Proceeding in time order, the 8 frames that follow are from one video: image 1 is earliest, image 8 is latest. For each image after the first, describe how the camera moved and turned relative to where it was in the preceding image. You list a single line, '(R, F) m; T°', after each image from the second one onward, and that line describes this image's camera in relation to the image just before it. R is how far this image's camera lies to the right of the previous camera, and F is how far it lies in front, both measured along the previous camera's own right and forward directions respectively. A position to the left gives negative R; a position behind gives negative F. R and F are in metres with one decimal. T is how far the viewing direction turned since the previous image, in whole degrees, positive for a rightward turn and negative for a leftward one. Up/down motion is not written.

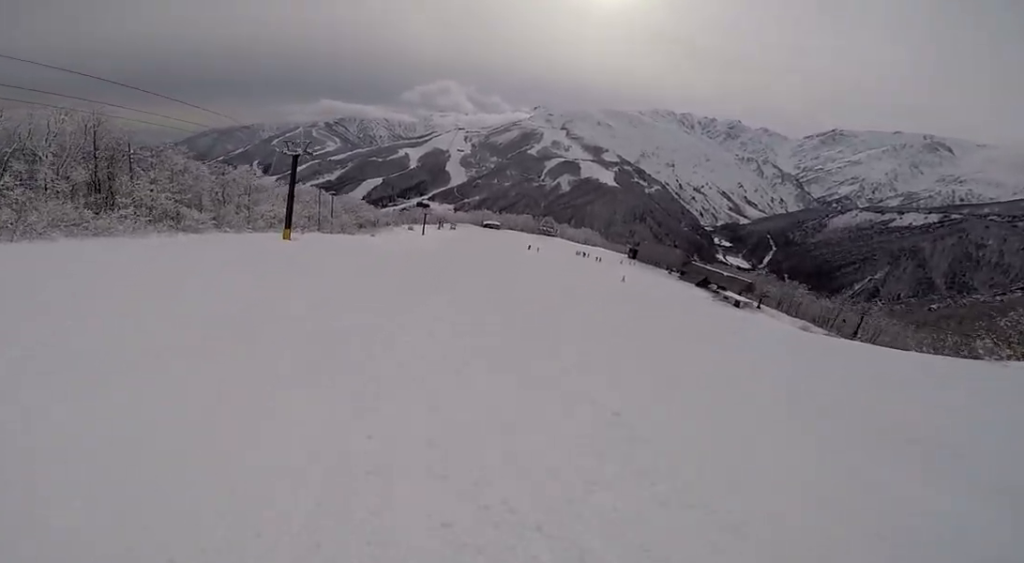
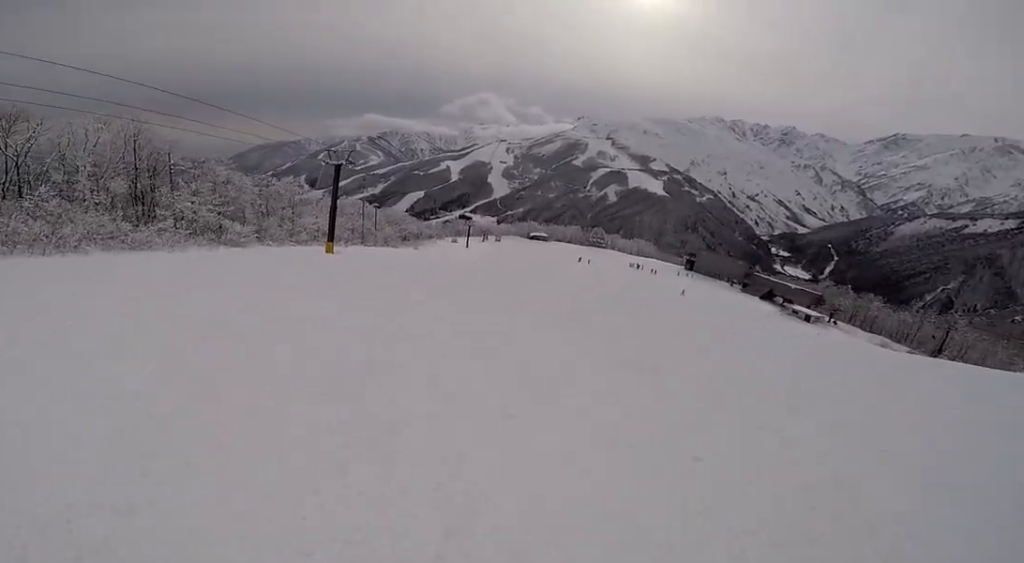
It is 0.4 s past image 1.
(0.0, +3.4) m; 0°
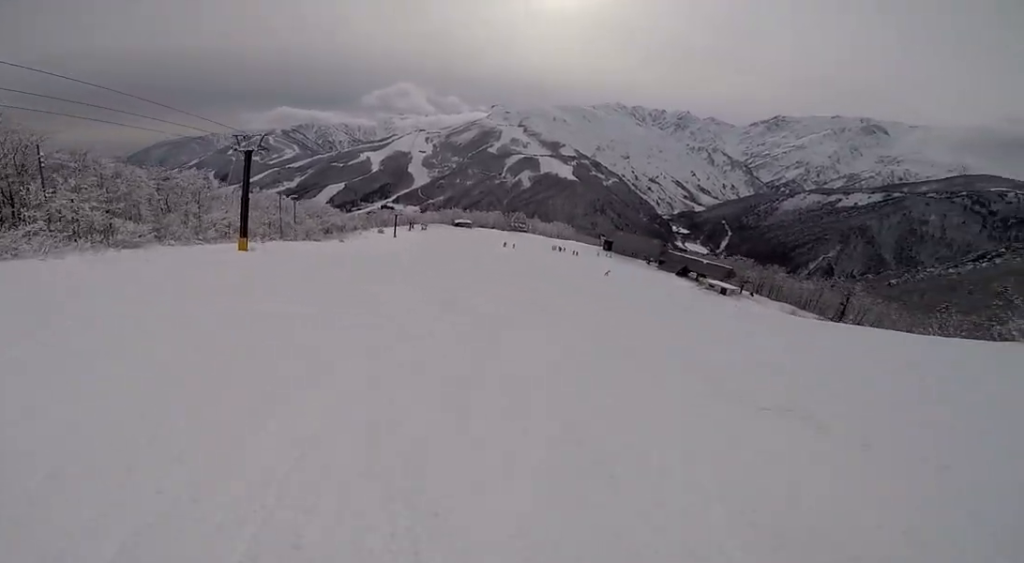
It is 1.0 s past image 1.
(0.0, +4.5) m; +5°
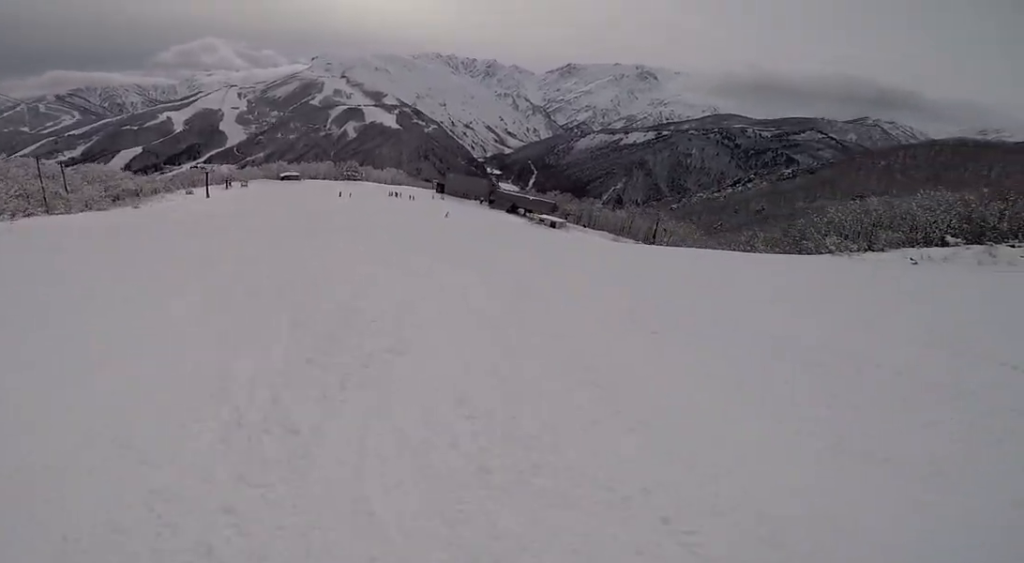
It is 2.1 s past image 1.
(+0.9, +8.1) m; +9°
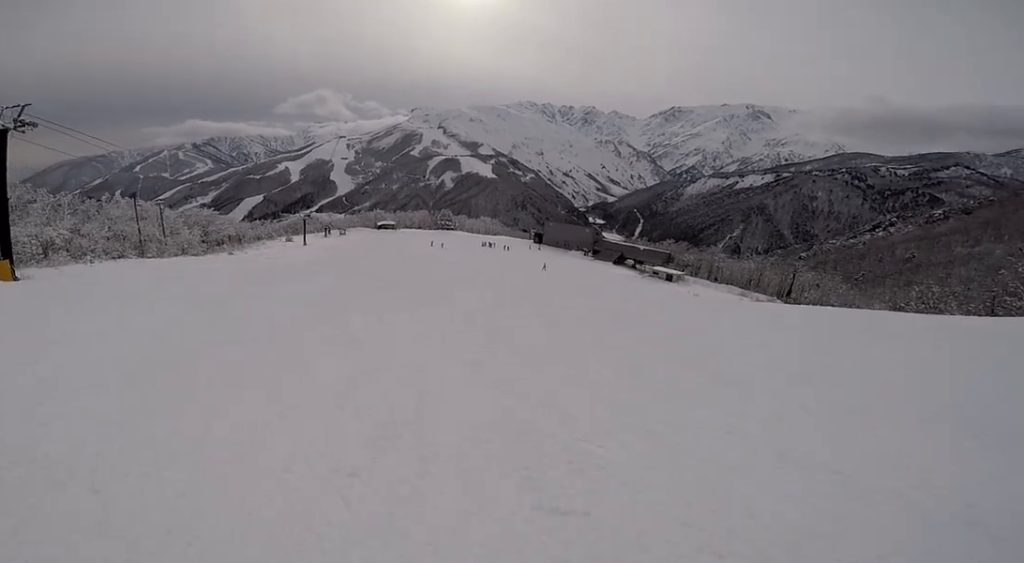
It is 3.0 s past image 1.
(+0.4, +6.9) m; -7°
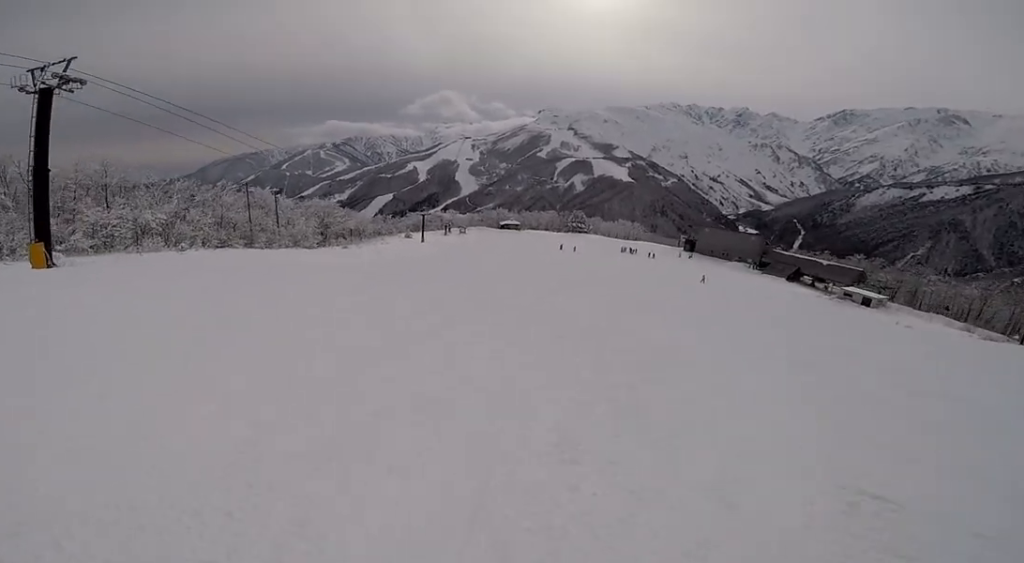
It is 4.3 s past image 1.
(-2.4, +9.4) m; -14°
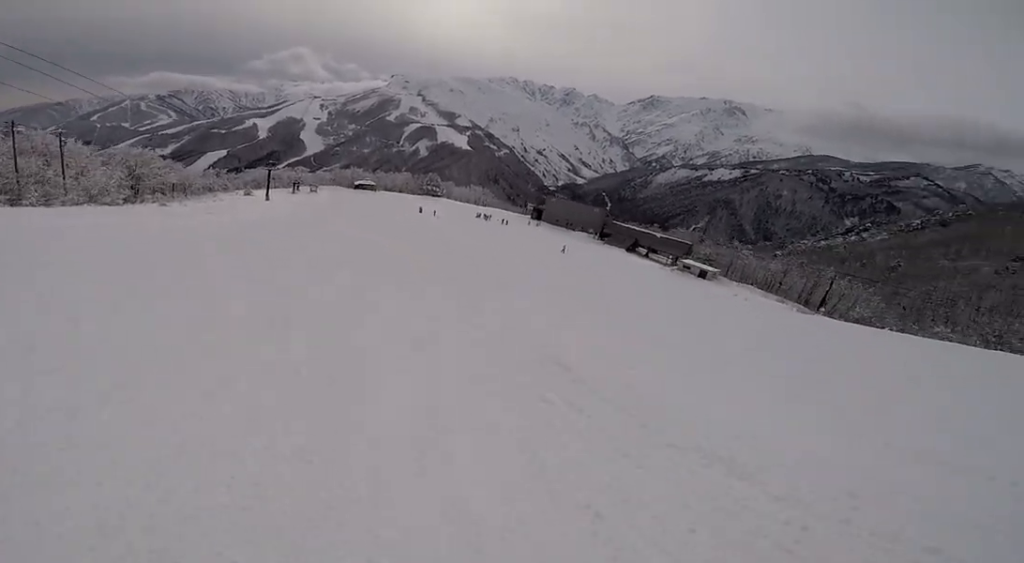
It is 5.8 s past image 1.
(+1.2, +10.8) m; +19°
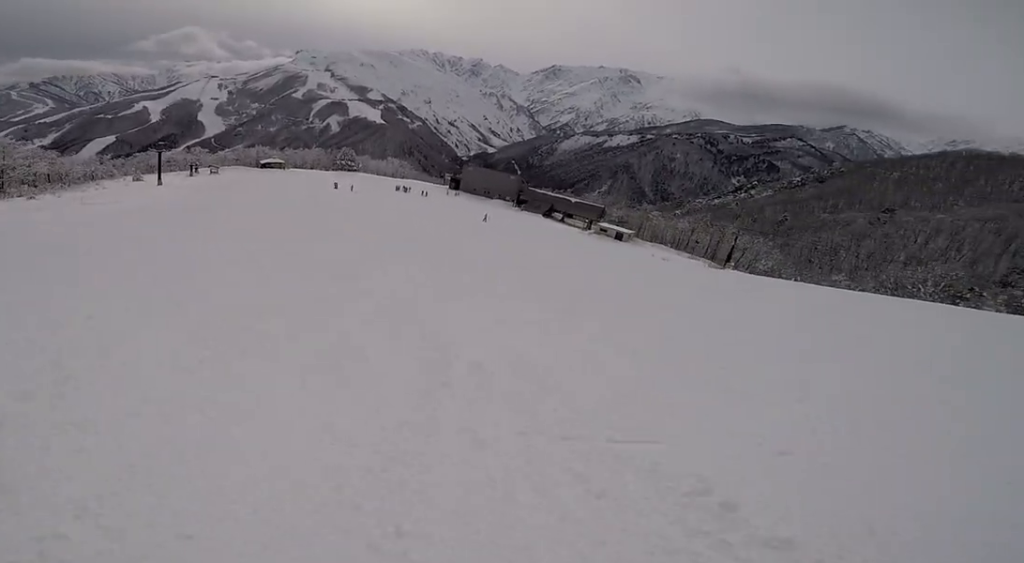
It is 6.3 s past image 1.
(+0.4, +3.3) m; +7°
